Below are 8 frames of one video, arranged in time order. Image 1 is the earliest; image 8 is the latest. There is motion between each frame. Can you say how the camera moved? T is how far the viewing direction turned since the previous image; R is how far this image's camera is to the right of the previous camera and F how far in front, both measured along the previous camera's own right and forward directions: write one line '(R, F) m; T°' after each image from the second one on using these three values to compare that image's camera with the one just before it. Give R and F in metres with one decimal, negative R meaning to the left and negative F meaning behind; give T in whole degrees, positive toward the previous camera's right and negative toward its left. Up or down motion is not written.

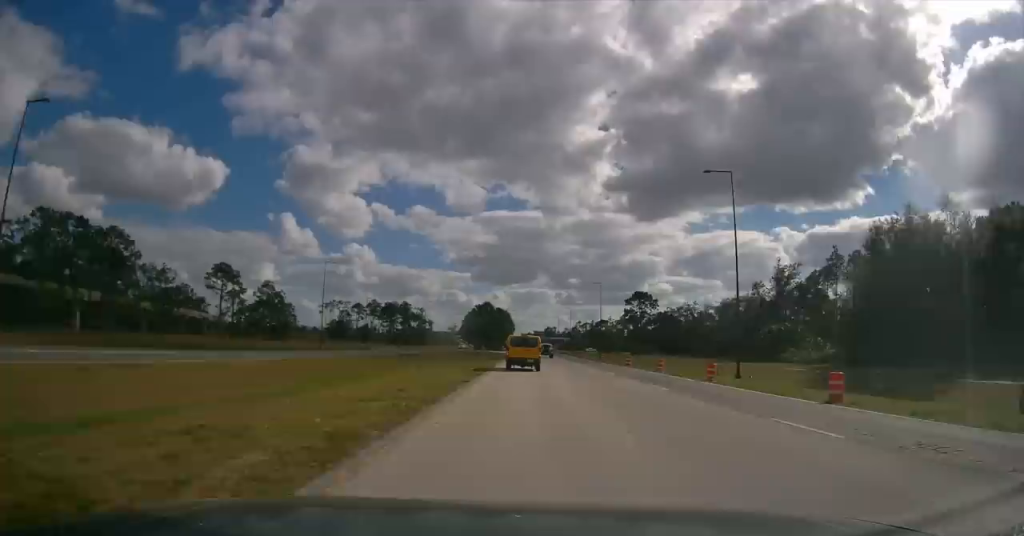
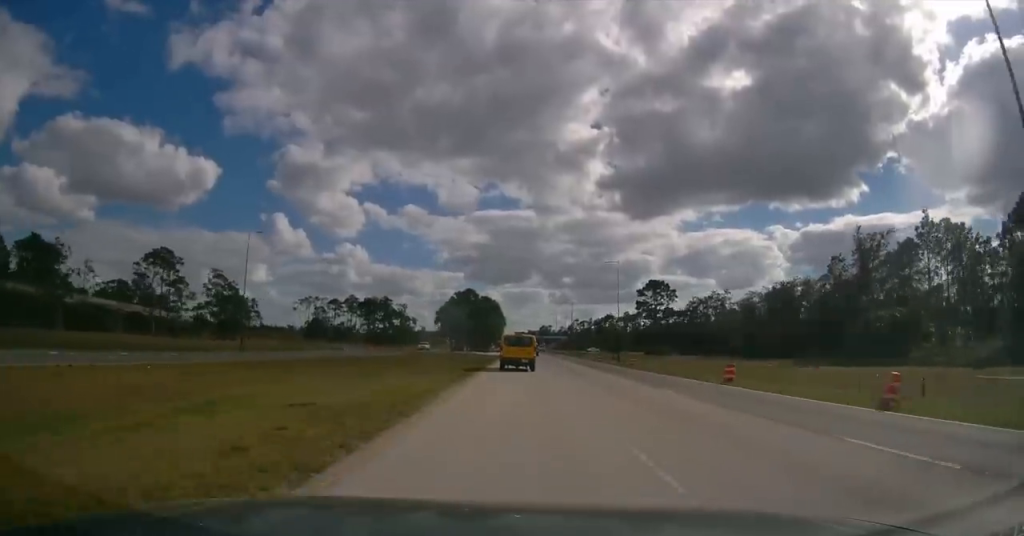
(+0.4, +28.0) m; +1°
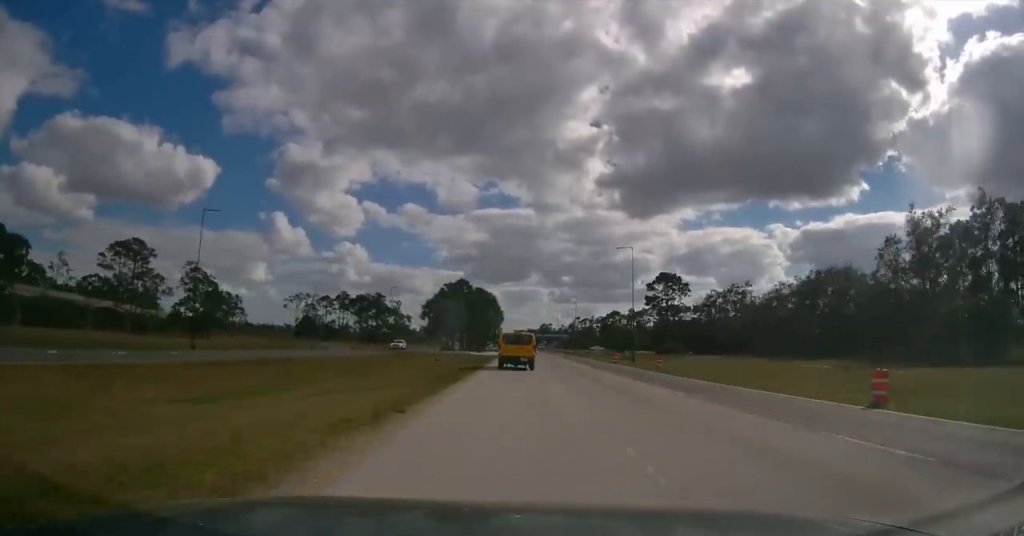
(+0.1, +12.0) m; 0°
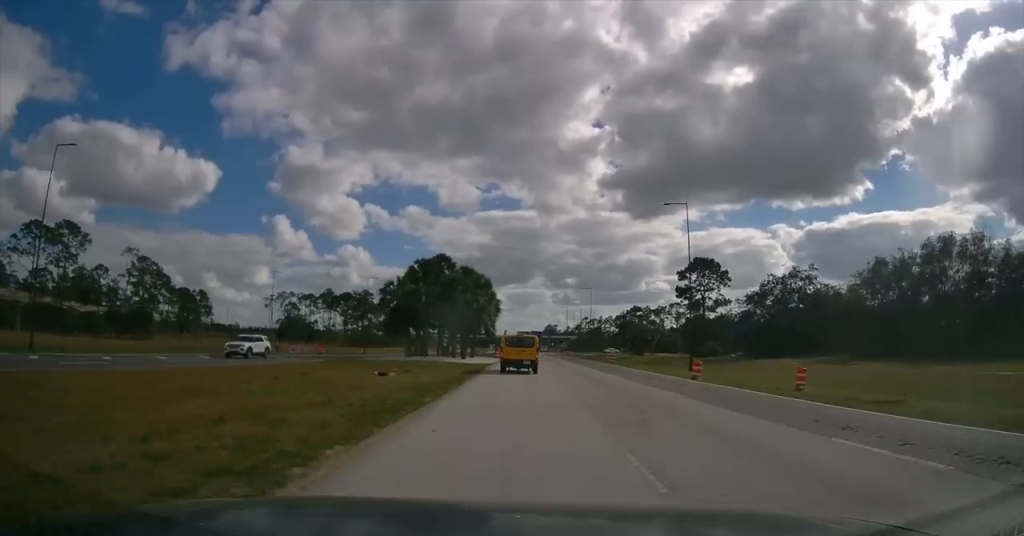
(-0.1, +25.1) m; 0°
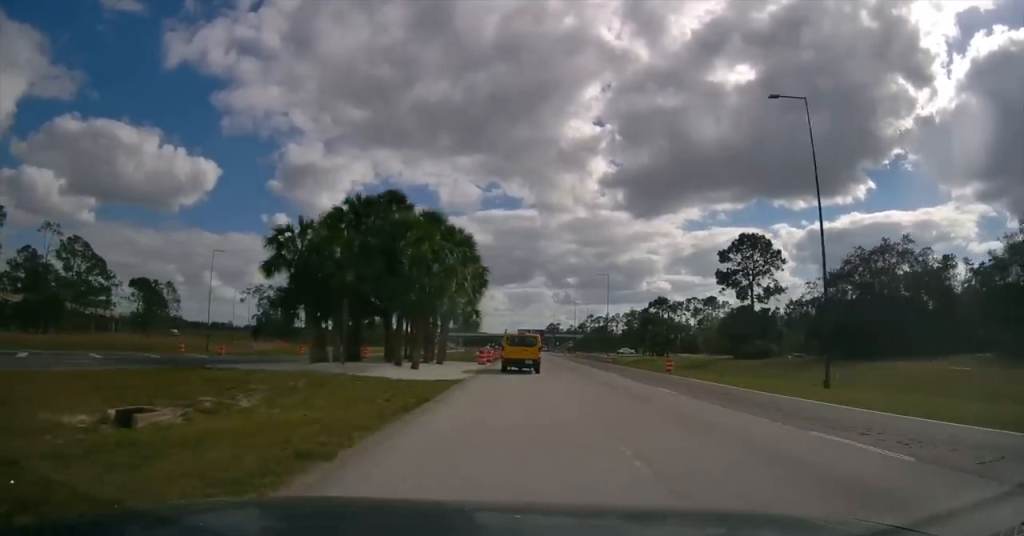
(0.0, +24.1) m; 0°
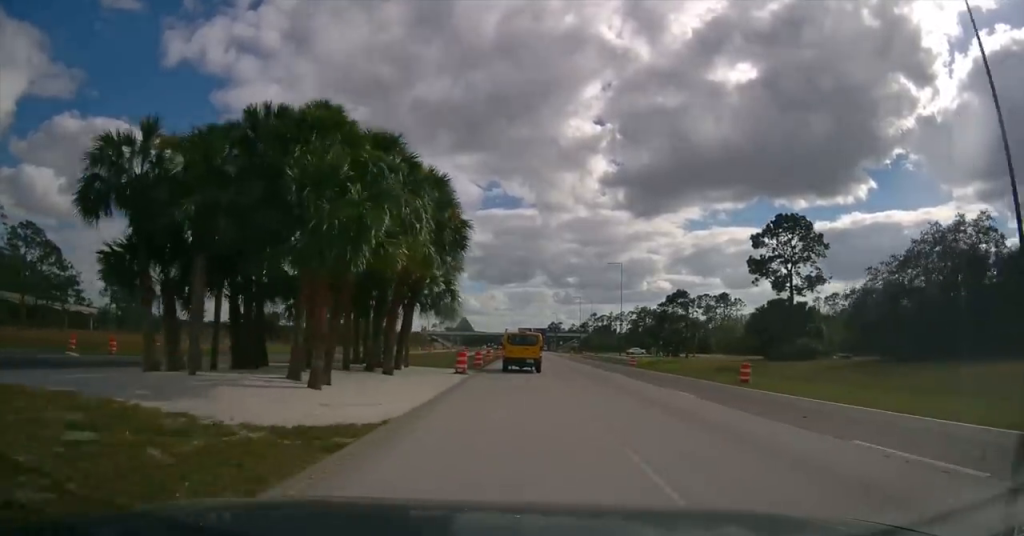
(0.0, +13.5) m; 0°
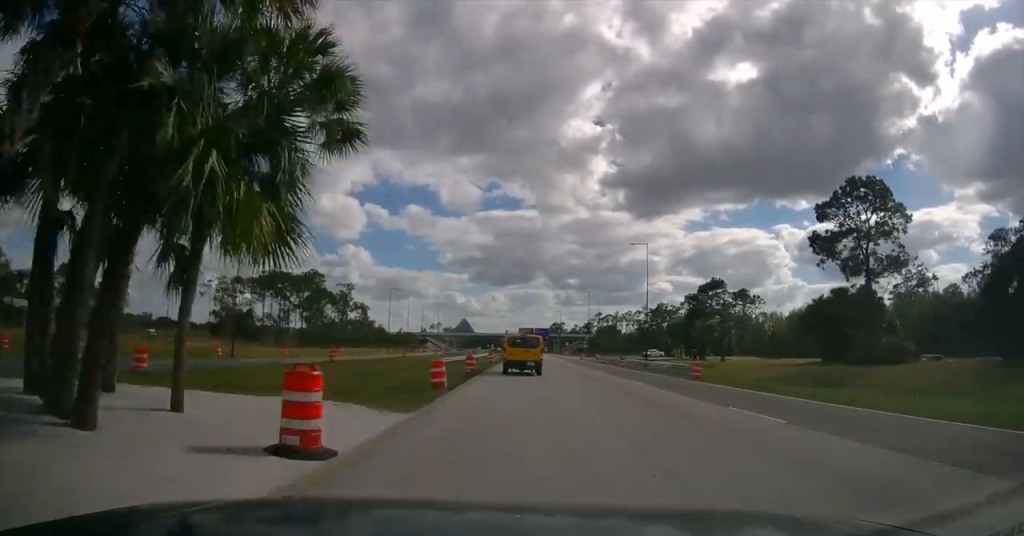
(0.0, +18.5) m; 0°
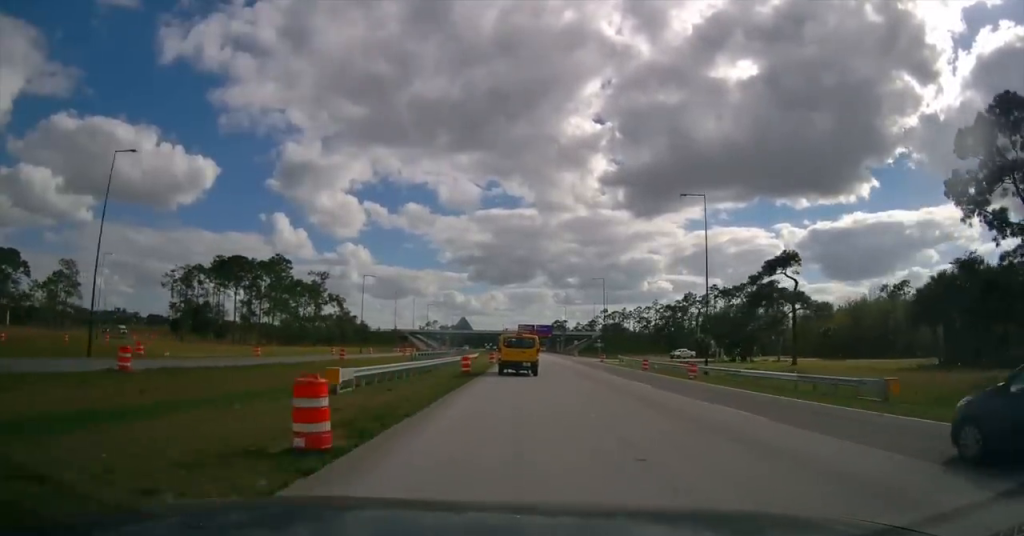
(-0.1, +23.6) m; 0°
